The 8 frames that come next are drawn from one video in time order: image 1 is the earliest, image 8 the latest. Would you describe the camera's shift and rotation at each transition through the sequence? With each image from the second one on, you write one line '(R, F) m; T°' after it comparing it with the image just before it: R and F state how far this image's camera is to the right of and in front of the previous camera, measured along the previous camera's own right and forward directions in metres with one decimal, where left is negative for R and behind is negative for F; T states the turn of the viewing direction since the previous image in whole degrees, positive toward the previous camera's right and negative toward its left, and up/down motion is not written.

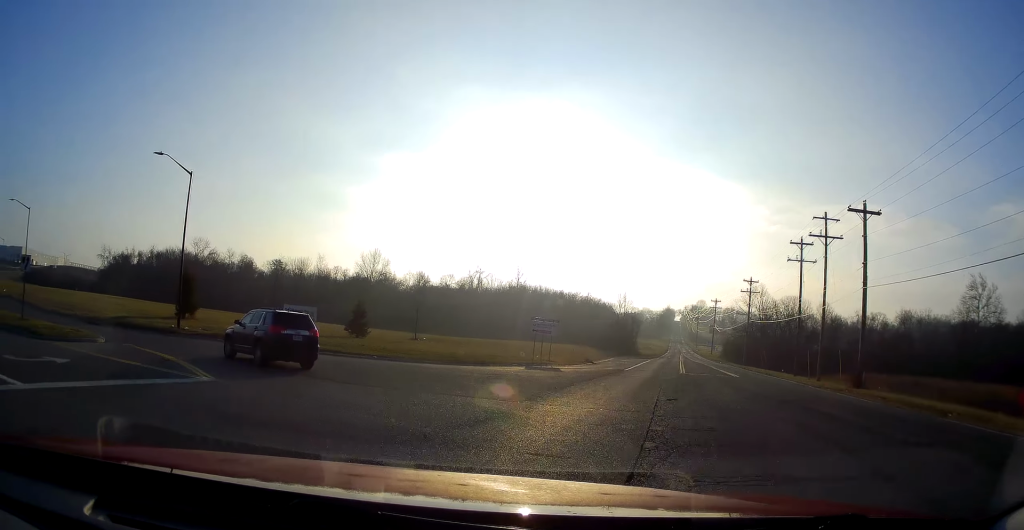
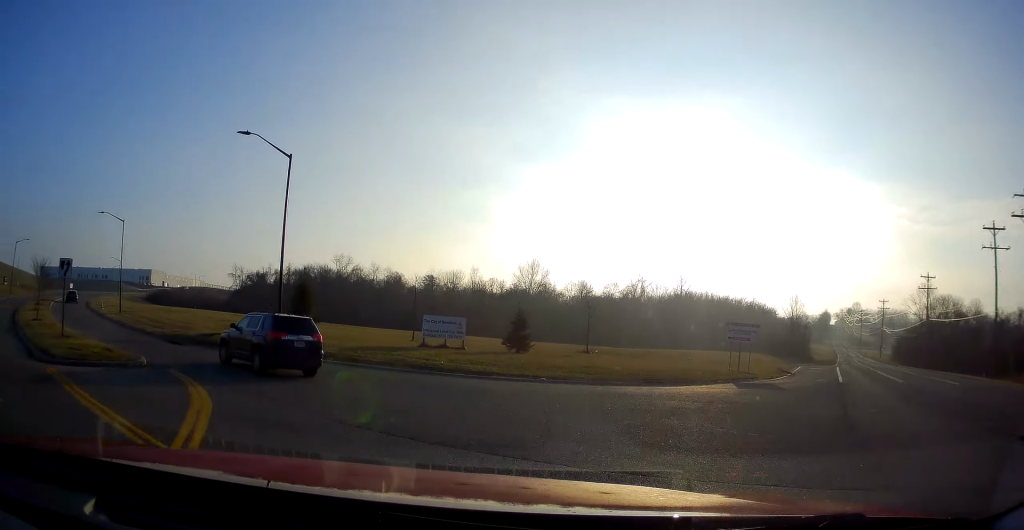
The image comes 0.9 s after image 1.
(-0.7, +6.9) m; -12°
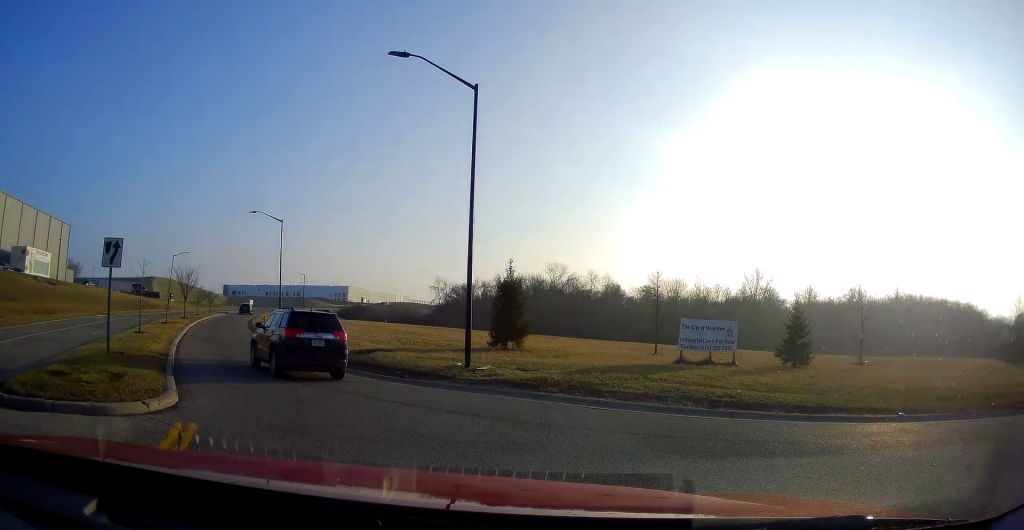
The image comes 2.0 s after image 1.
(-1.2, +8.7) m; -16°
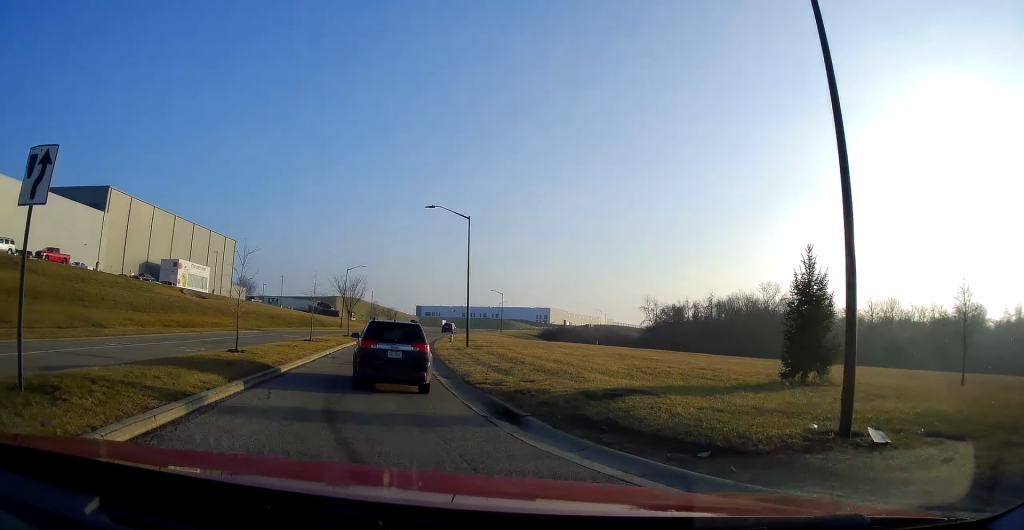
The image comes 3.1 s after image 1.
(-1.4, +10.0) m; -13°
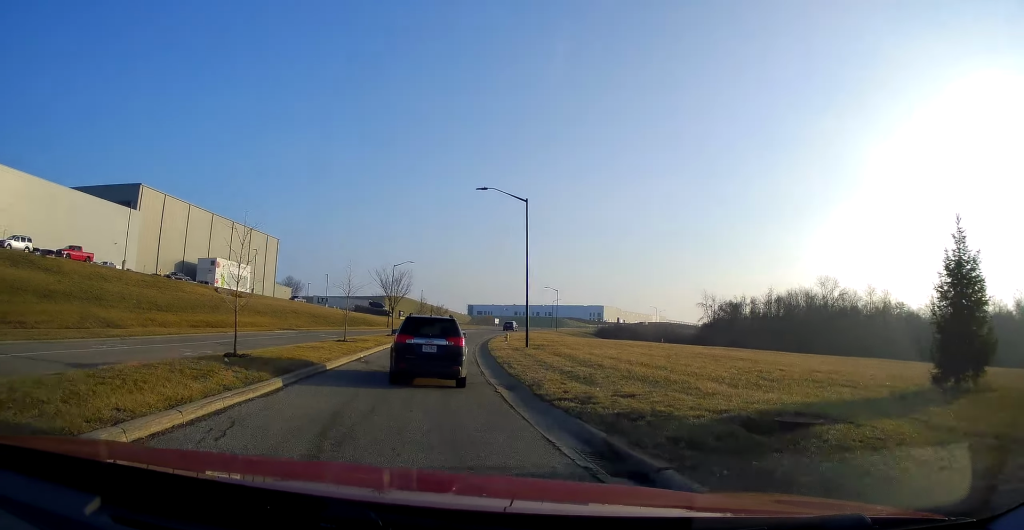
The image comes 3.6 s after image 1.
(-0.2, +4.9) m; -5°
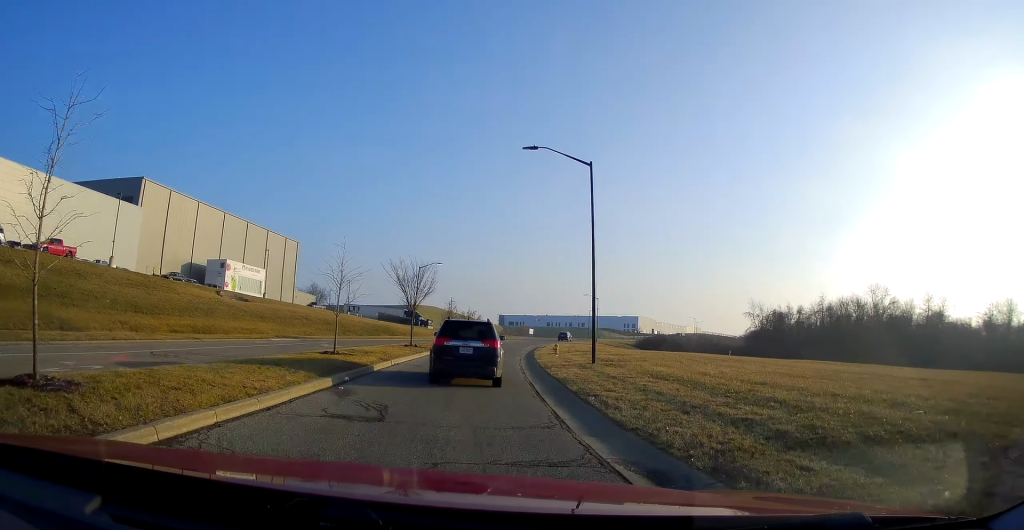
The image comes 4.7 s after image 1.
(-0.7, +9.9) m; -7°
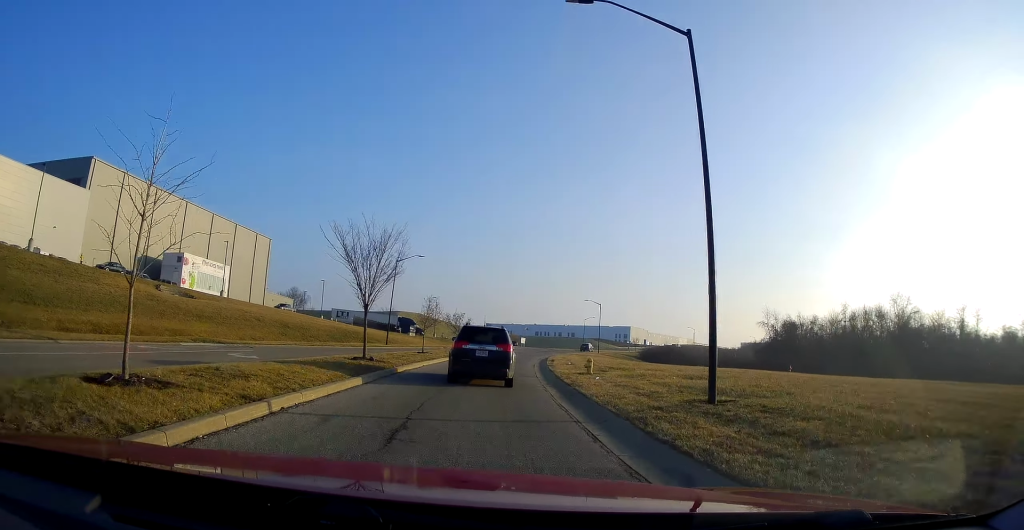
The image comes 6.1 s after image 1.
(-0.4, +13.3) m; -4°
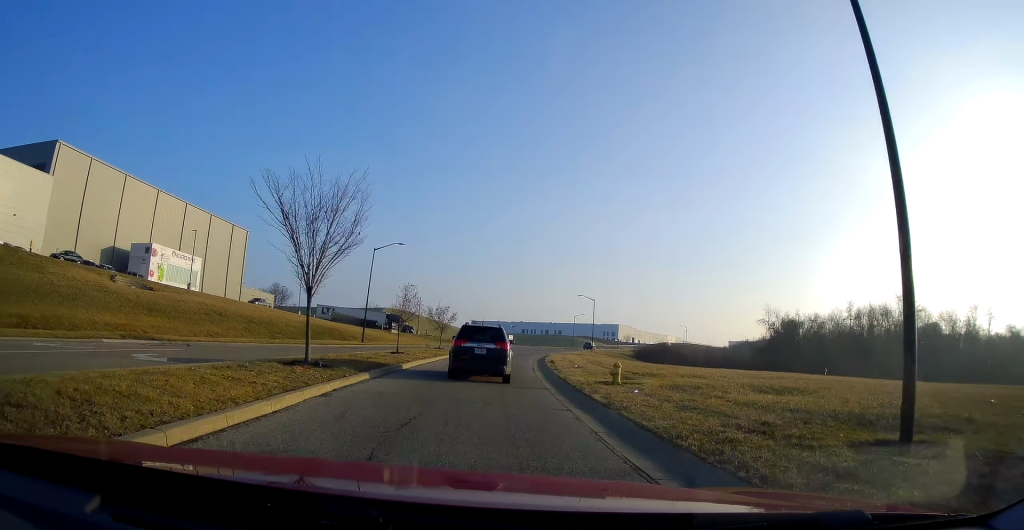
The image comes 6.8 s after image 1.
(-0.2, +6.4) m; 0°
